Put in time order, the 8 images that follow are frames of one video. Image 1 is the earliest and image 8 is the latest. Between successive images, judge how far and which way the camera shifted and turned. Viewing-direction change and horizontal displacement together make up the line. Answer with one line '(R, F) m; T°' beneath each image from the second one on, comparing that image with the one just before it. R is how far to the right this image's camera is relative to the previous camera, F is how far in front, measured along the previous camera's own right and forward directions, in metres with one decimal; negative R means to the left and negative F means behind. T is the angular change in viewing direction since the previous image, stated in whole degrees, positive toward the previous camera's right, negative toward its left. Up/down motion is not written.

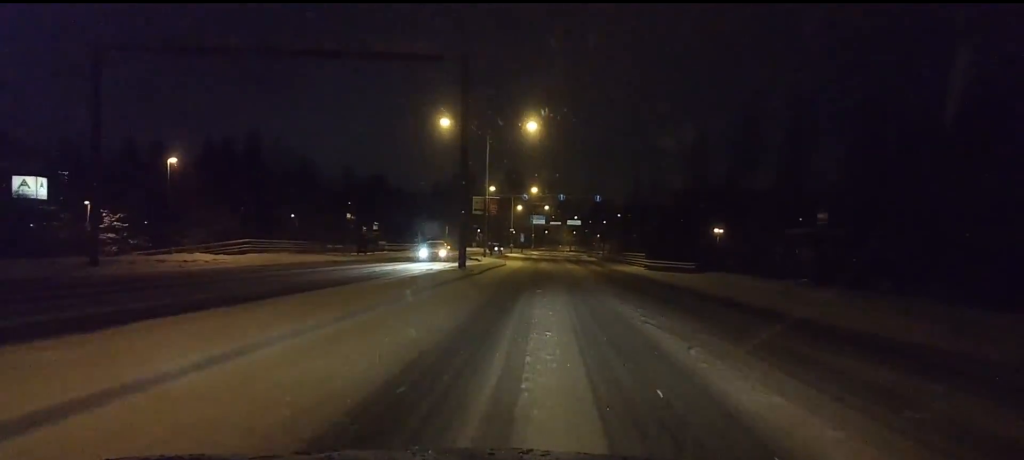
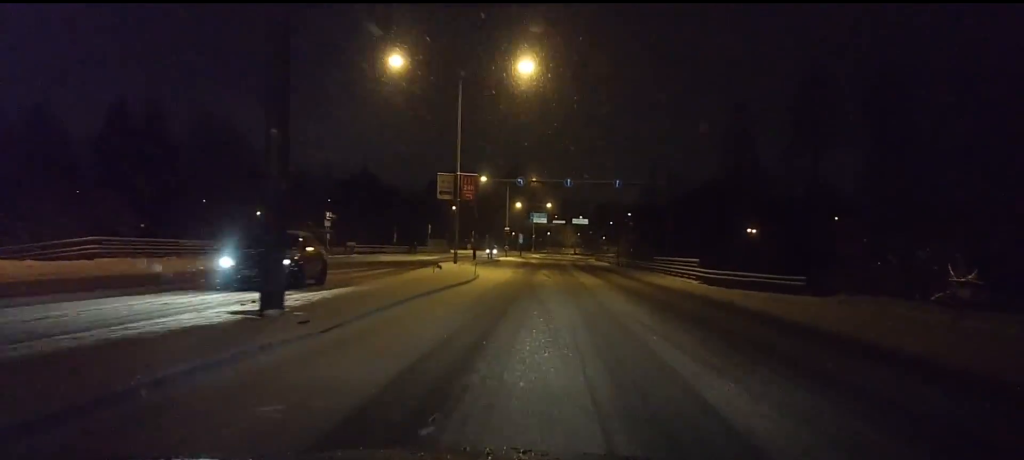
(0.0, +19.1) m; -1°
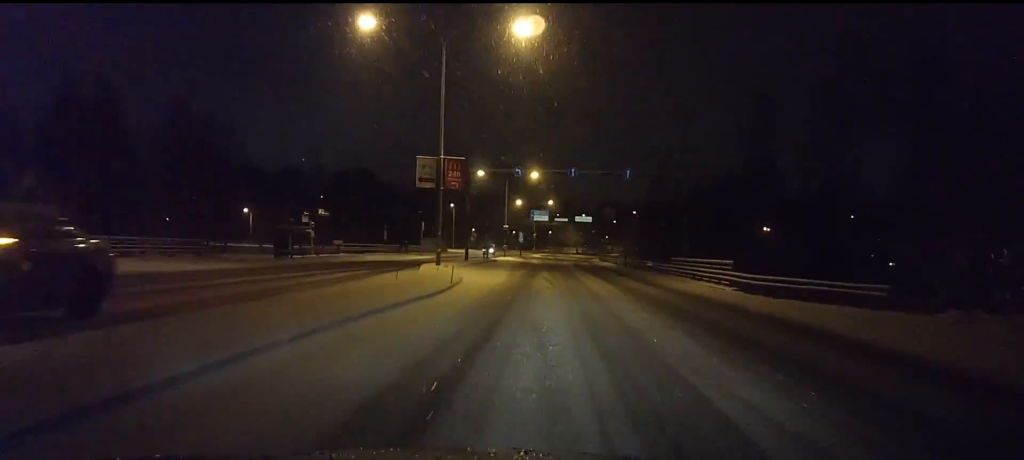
(0.0, +6.4) m; 0°
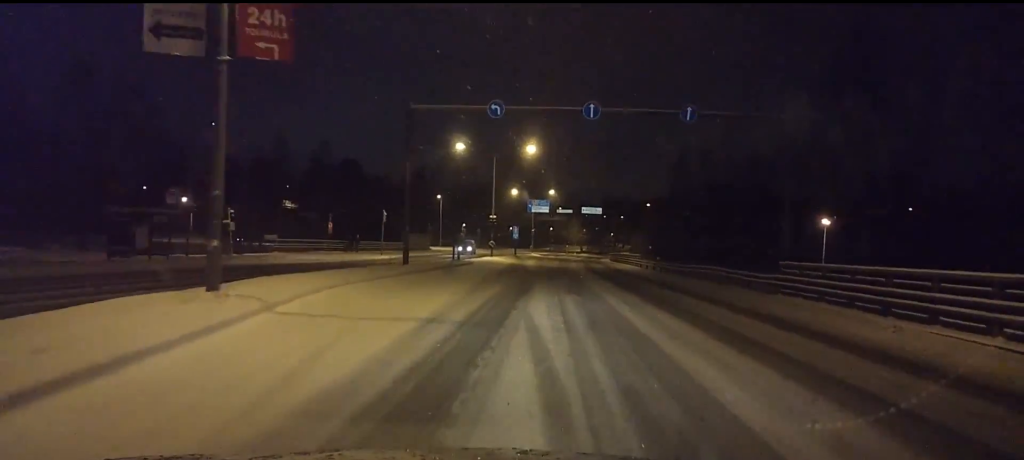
(0.0, +21.9) m; +1°
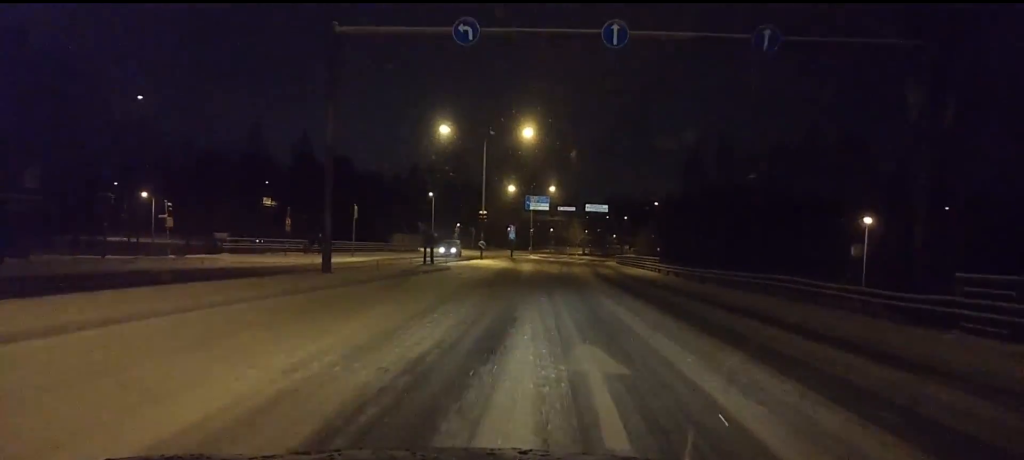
(+0.1, +10.7) m; 0°
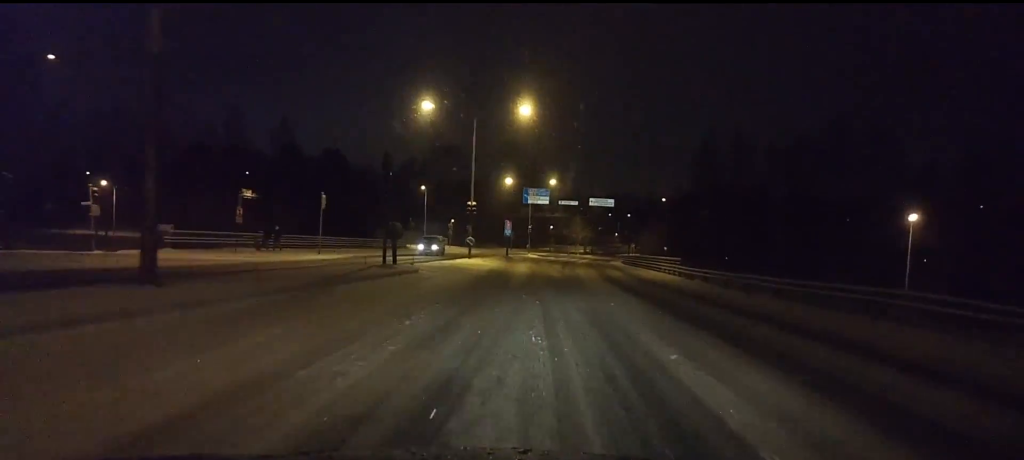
(0.0, +8.8) m; 0°
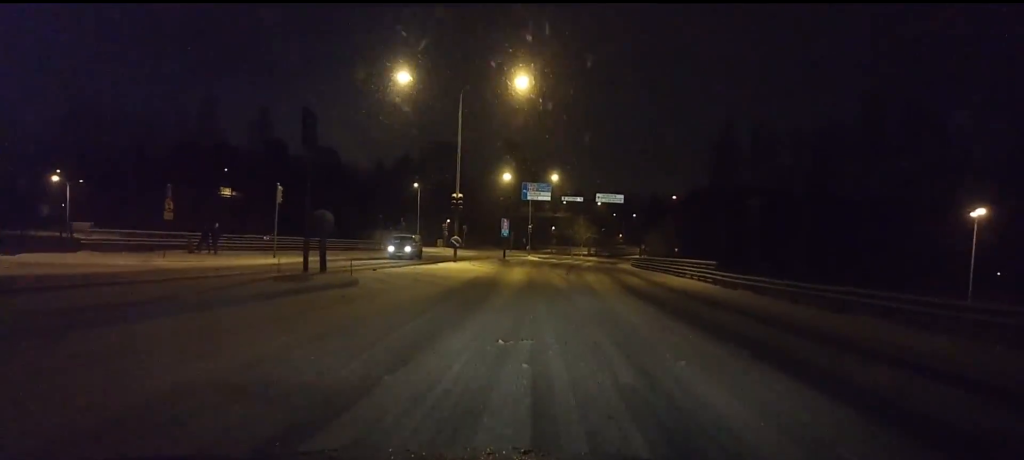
(-0.1, +9.0) m; -1°
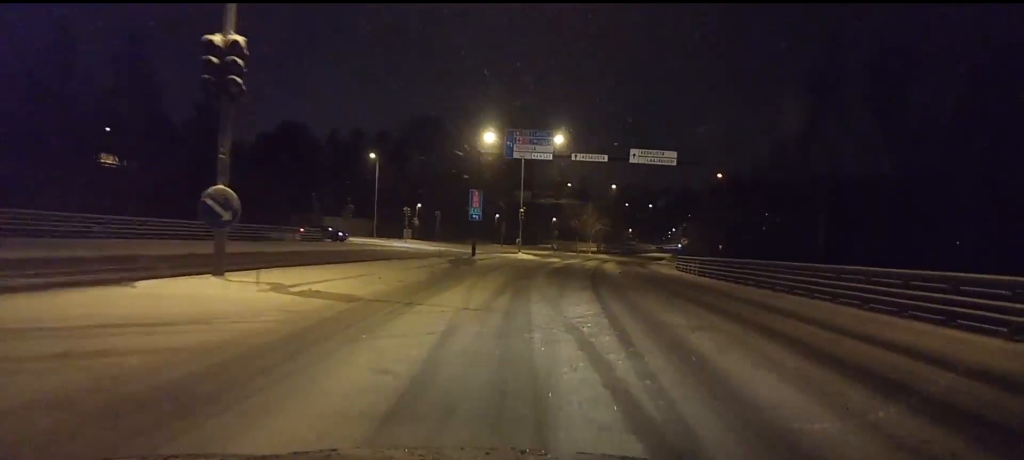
(+0.3, +29.1) m; 0°
